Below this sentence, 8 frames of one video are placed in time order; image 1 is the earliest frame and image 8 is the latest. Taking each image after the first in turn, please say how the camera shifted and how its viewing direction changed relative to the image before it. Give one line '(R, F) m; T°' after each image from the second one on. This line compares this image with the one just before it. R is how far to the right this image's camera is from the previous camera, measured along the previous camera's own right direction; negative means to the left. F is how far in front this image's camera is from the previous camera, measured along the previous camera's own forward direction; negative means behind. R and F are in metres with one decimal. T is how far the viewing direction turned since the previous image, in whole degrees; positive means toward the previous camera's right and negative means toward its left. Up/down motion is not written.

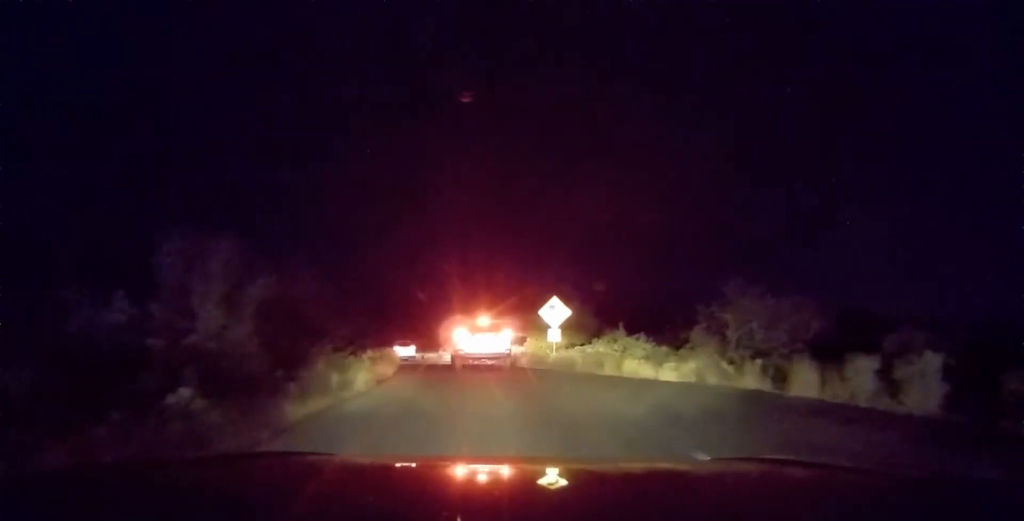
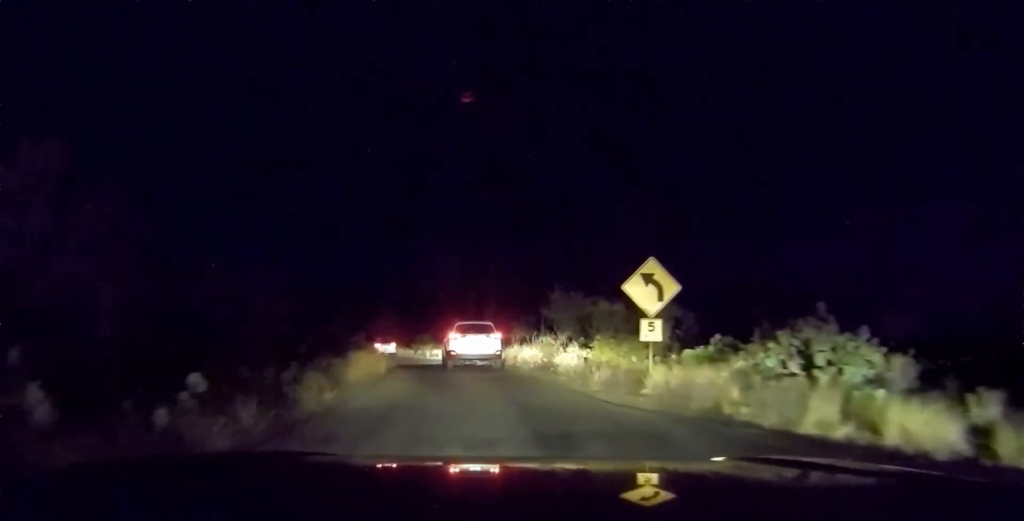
(0.0, +12.4) m; +1°
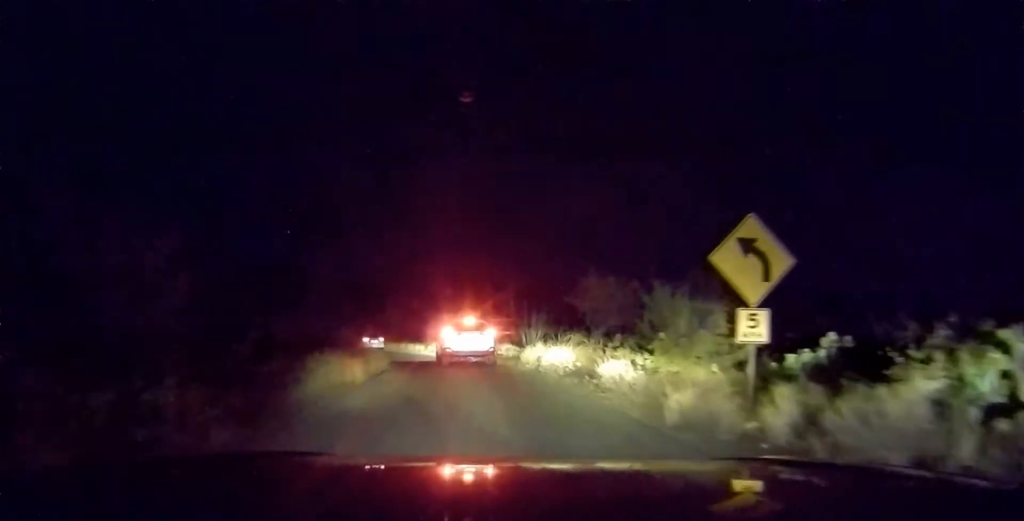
(-0.2, +4.7) m; 0°
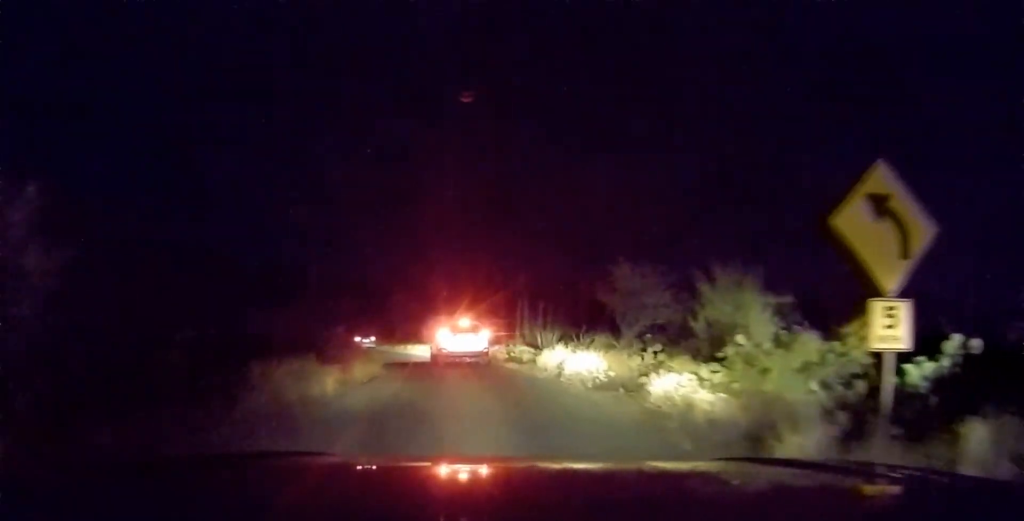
(-0.1, +2.9) m; 0°
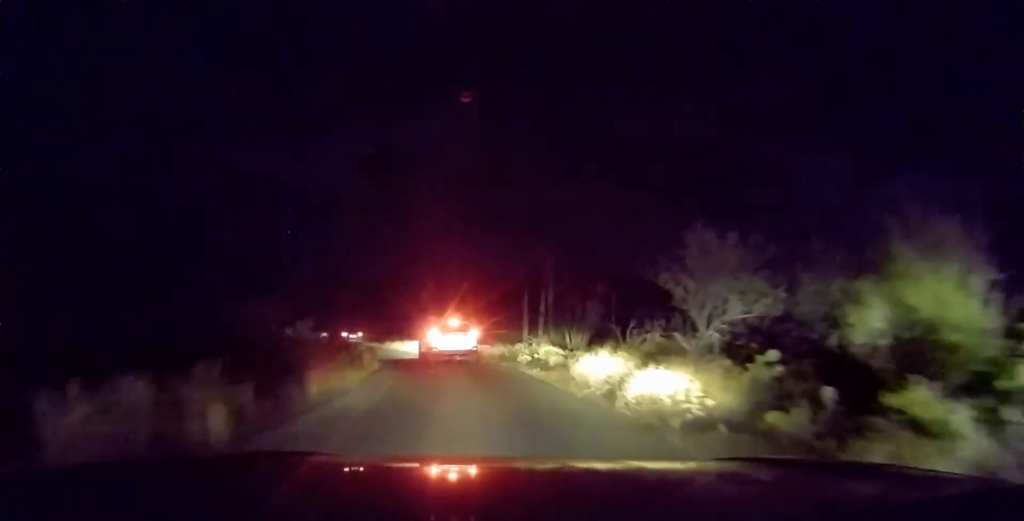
(+0.3, +4.1) m; -4°
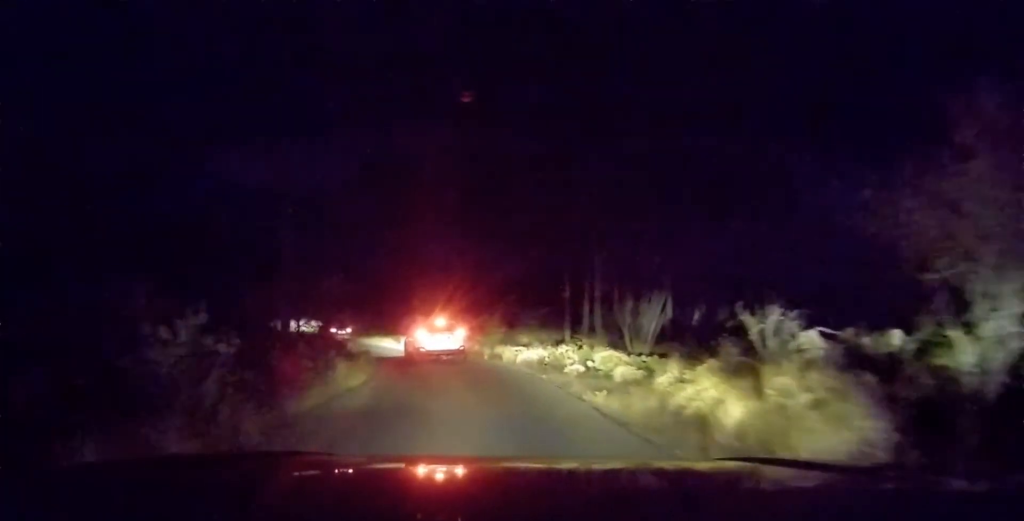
(-0.7, +5.5) m; -9°
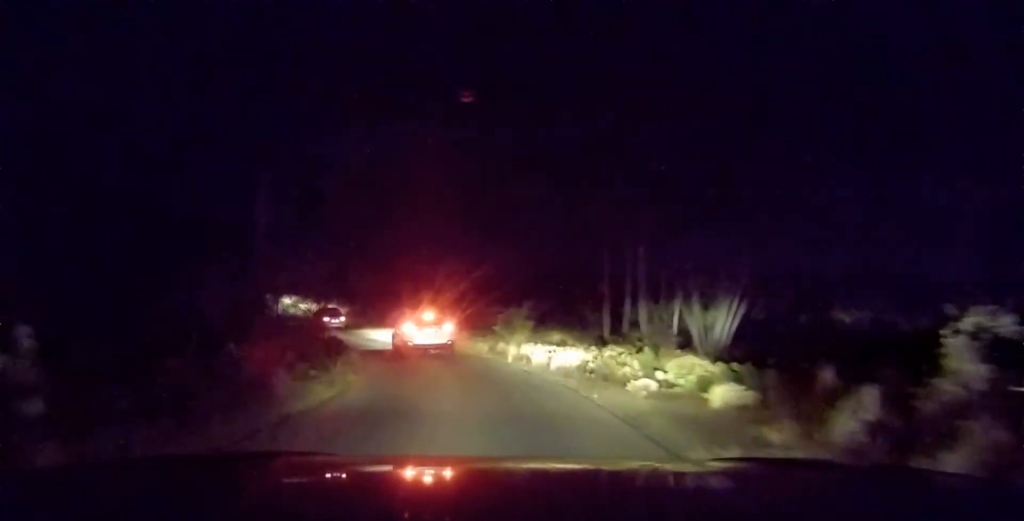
(-0.2, +4.1) m; -3°
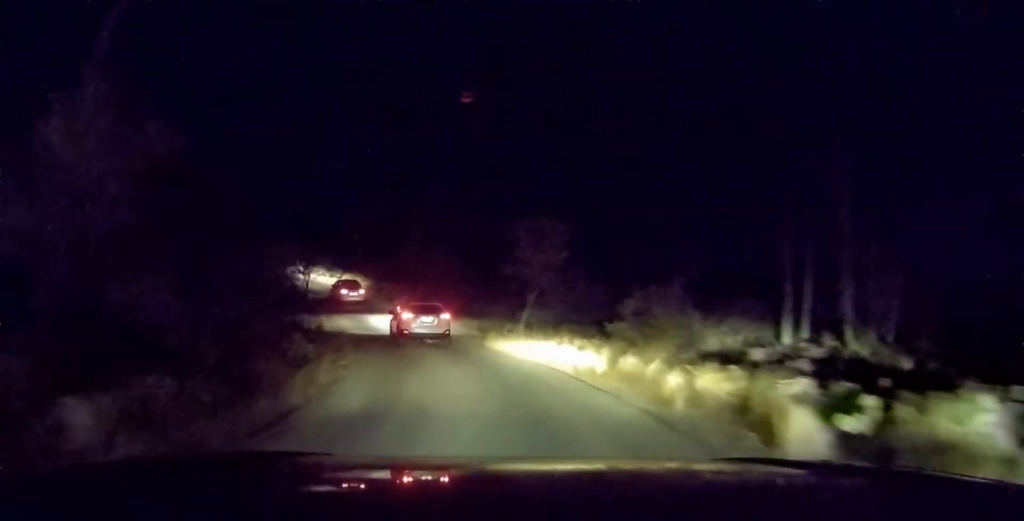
(0.0, +10.0) m; -3°
